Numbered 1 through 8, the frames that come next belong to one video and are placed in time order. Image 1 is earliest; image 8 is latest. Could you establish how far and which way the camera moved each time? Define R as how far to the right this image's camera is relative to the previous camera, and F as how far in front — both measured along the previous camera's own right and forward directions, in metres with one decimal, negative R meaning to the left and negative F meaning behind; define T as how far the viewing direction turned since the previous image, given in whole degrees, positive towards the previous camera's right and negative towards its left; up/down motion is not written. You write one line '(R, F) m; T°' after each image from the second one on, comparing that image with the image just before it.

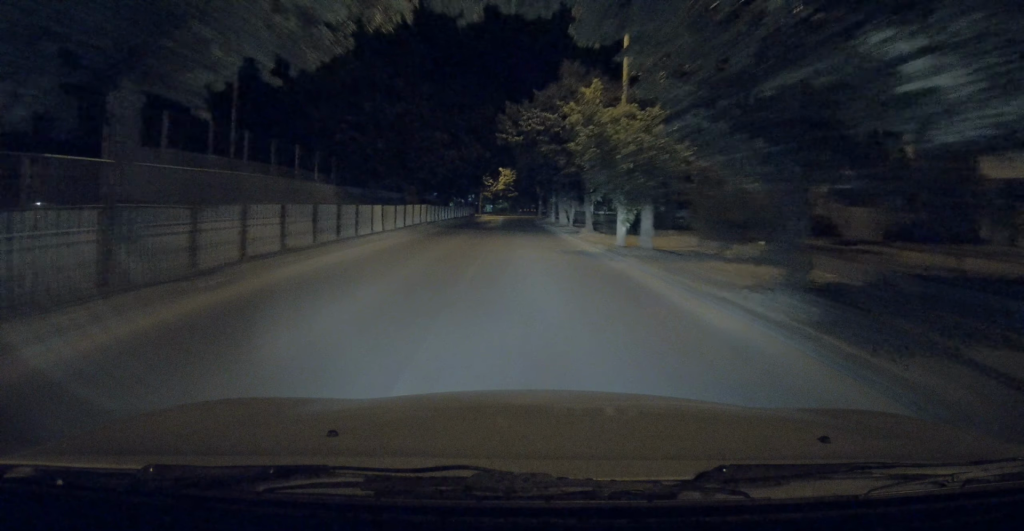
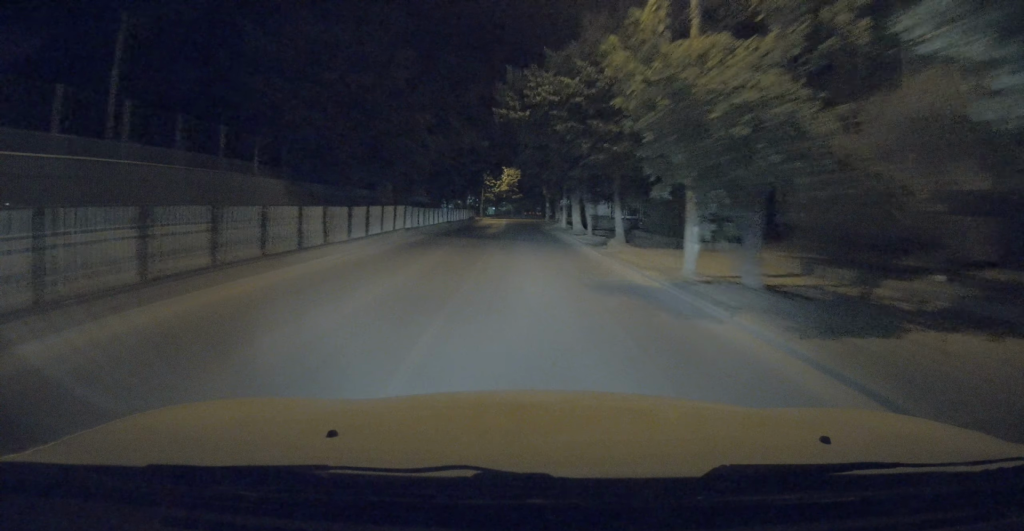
(+0.2, +6.8) m; +3°
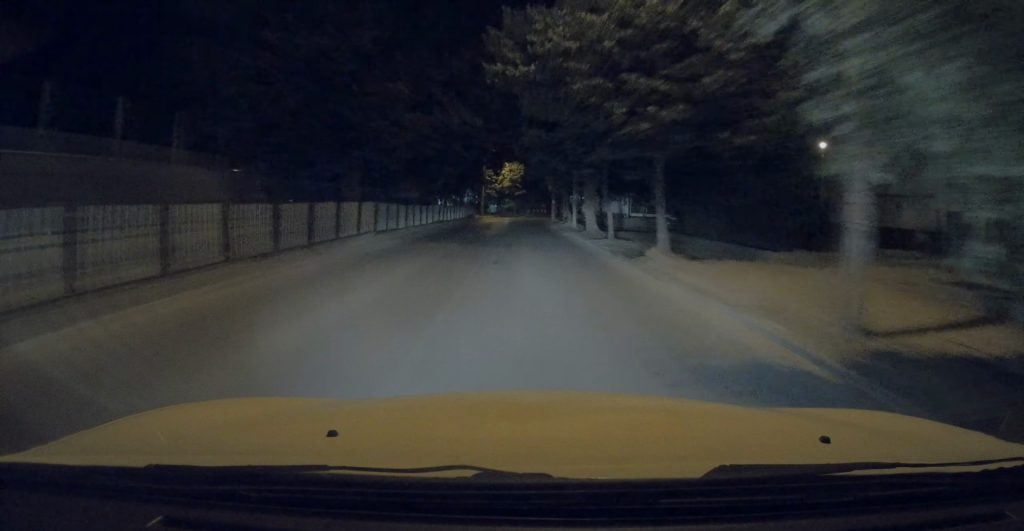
(+0.1, +5.1) m; +1°
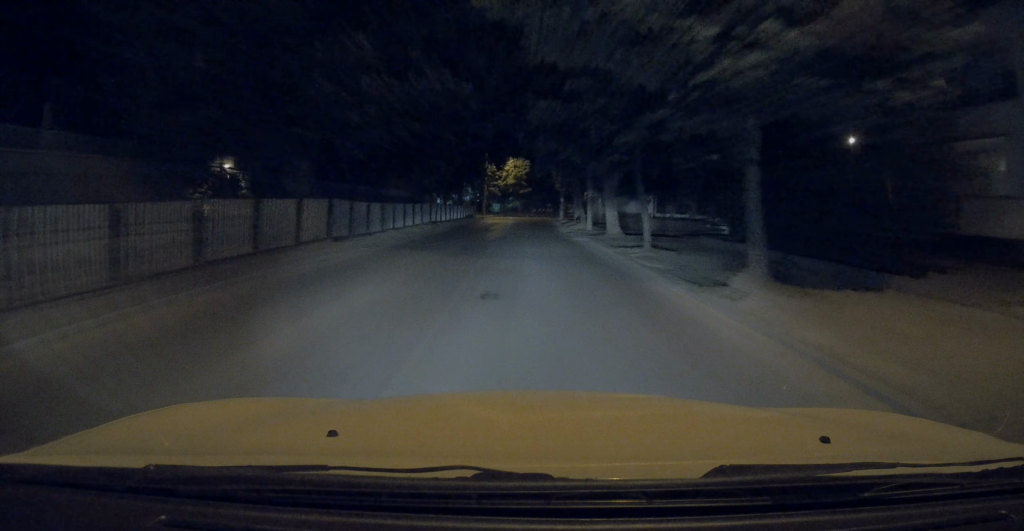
(+0.1, +5.0) m; -3°
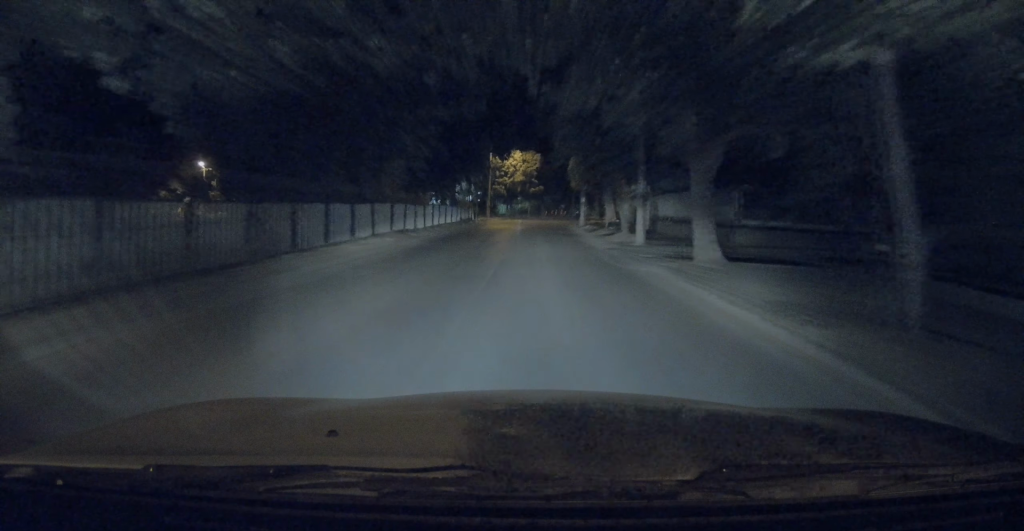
(-0.6, +10.2) m; -9°
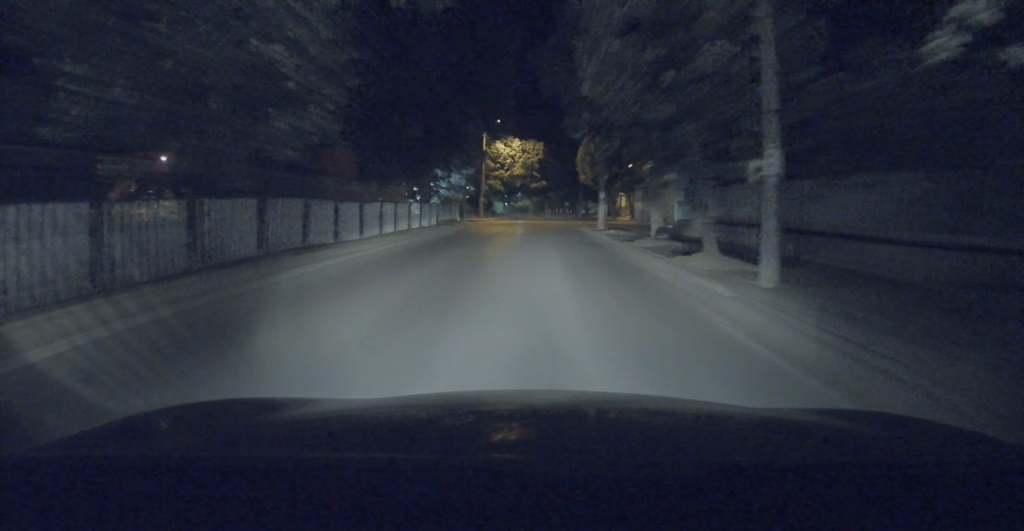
(-0.9, +9.7) m; -2°
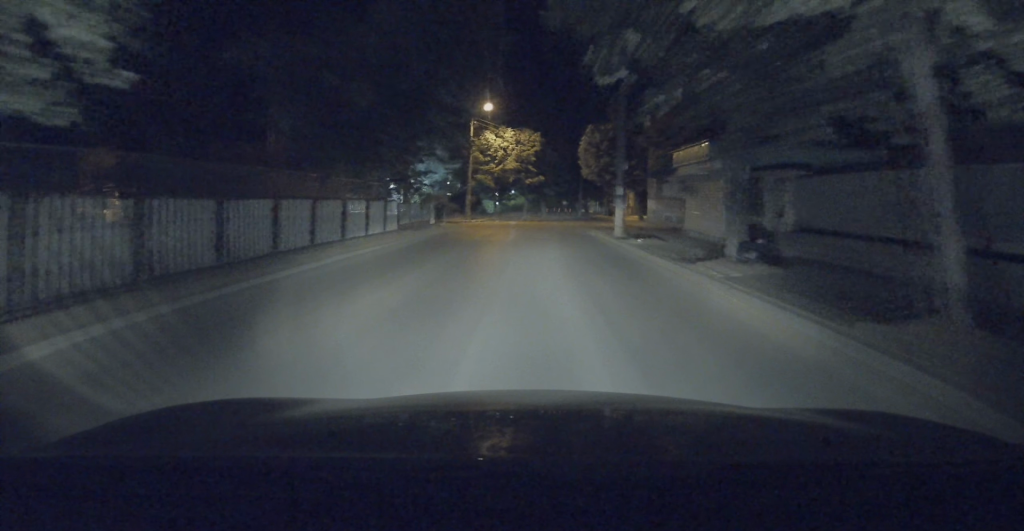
(+0.2, +7.1) m; +3°
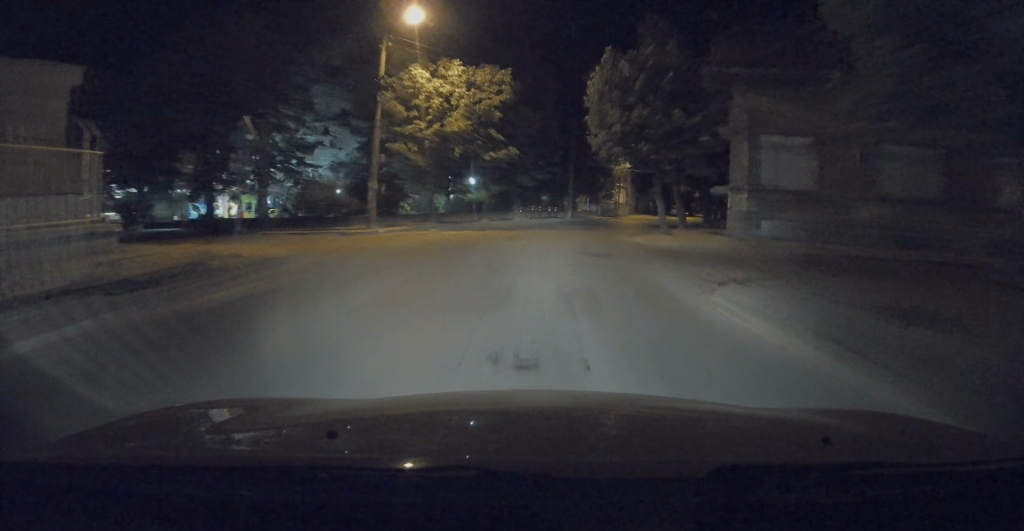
(+1.9, +21.5) m; +10°
